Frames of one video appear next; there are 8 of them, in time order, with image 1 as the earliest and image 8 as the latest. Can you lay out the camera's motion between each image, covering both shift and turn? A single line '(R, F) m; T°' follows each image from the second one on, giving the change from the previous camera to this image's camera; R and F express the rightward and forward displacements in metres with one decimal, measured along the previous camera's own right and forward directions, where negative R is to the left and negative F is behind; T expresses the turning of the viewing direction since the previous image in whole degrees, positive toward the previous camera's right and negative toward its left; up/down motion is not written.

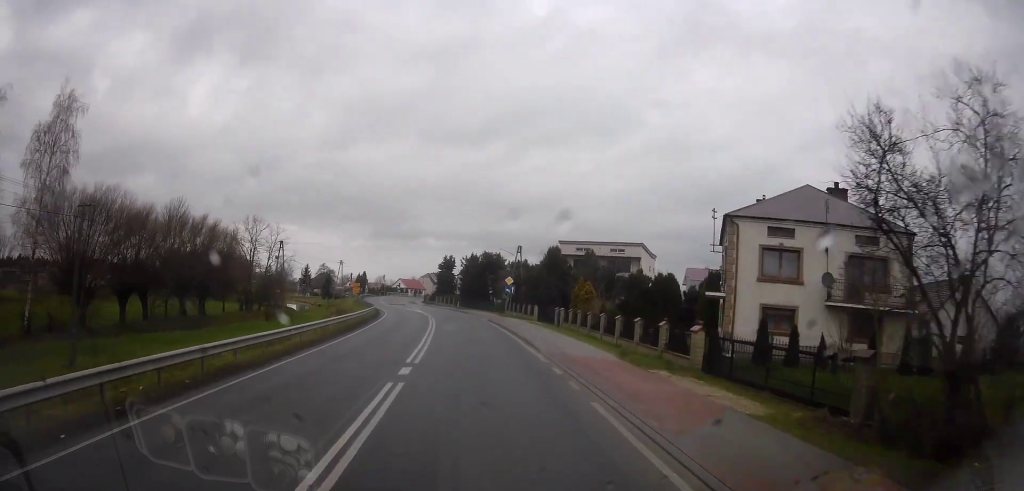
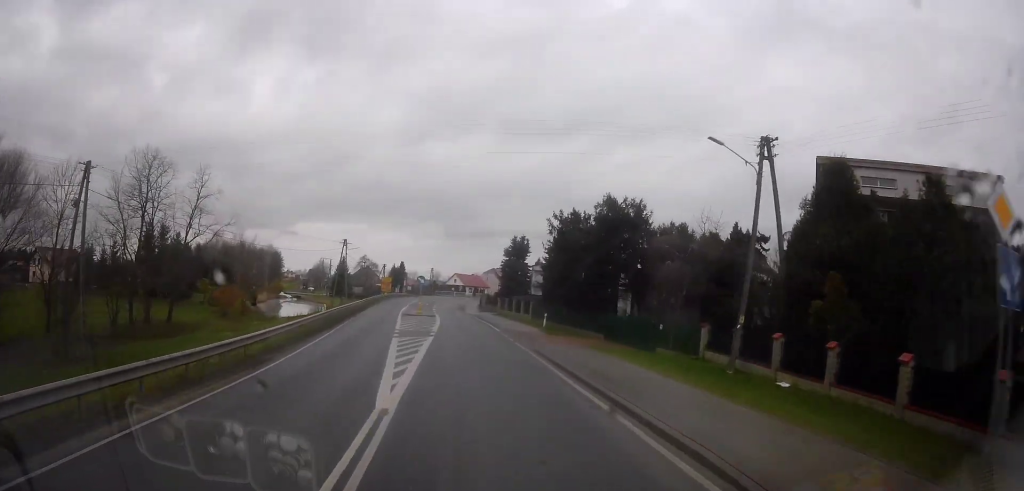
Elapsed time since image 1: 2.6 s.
(-4.8, +41.3) m; -12°
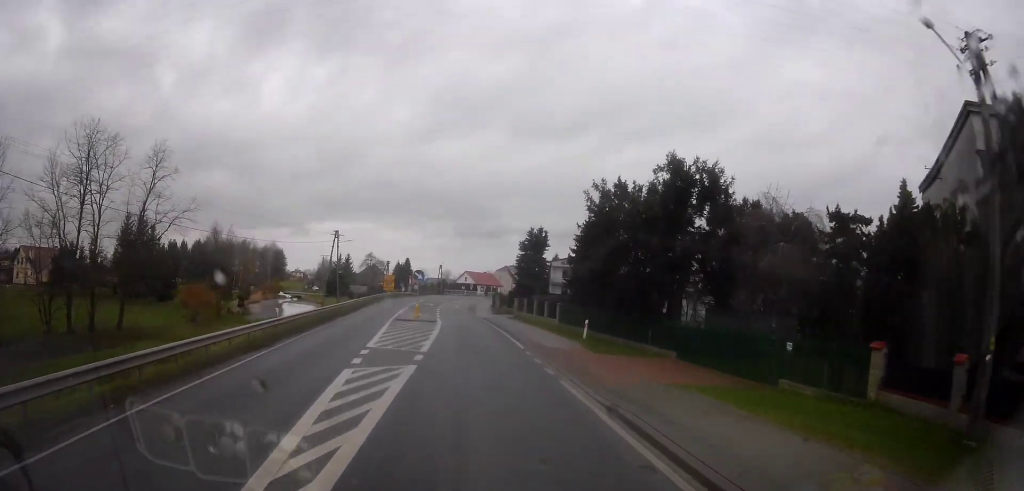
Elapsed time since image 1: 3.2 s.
(-0.5, +9.0) m; 0°
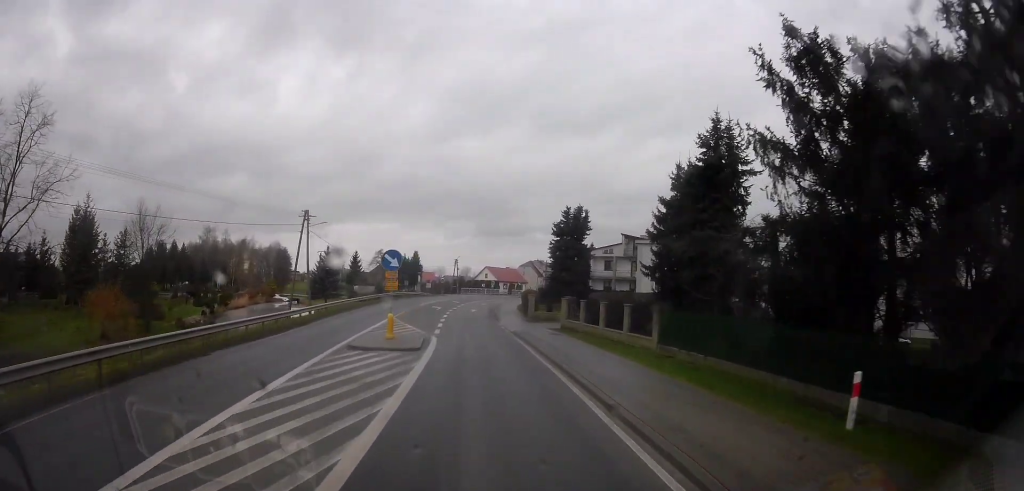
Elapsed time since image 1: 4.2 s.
(+0.9, +16.5) m; +1°
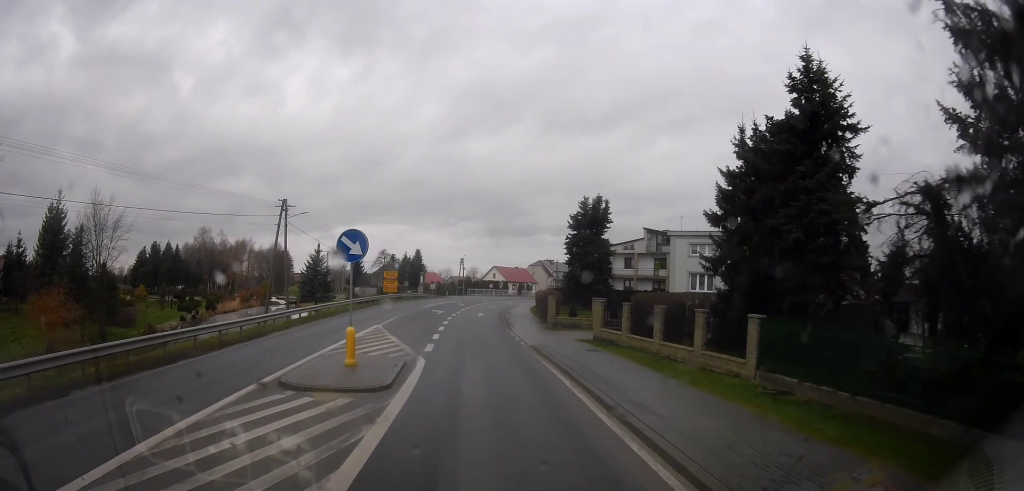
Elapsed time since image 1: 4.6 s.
(-0.2, +6.6) m; -2°
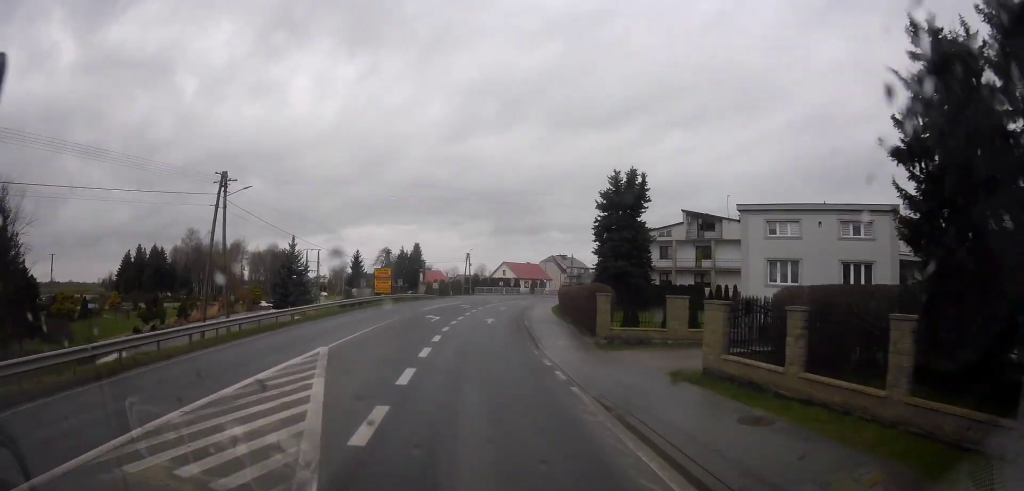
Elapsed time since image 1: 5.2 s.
(-0.1, +10.6) m; -3°
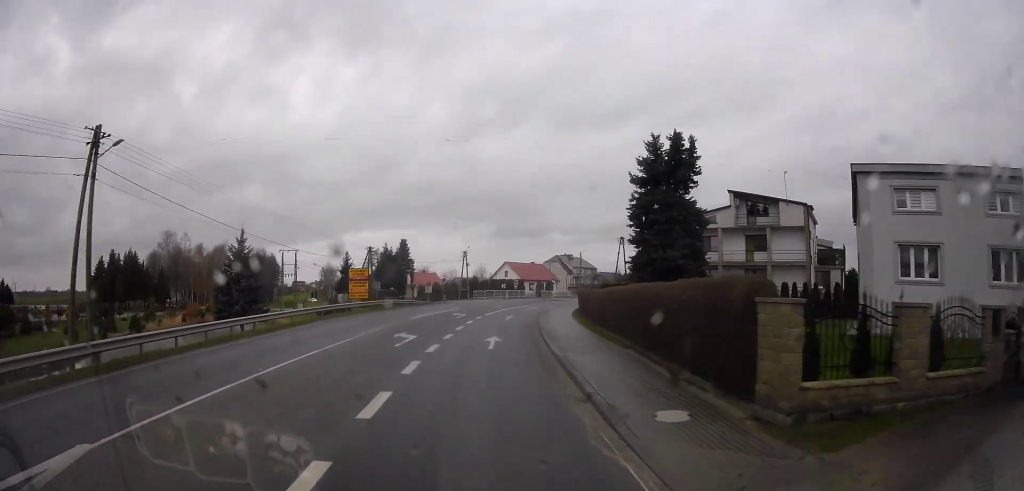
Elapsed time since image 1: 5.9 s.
(-0.5, +10.6) m; -1°
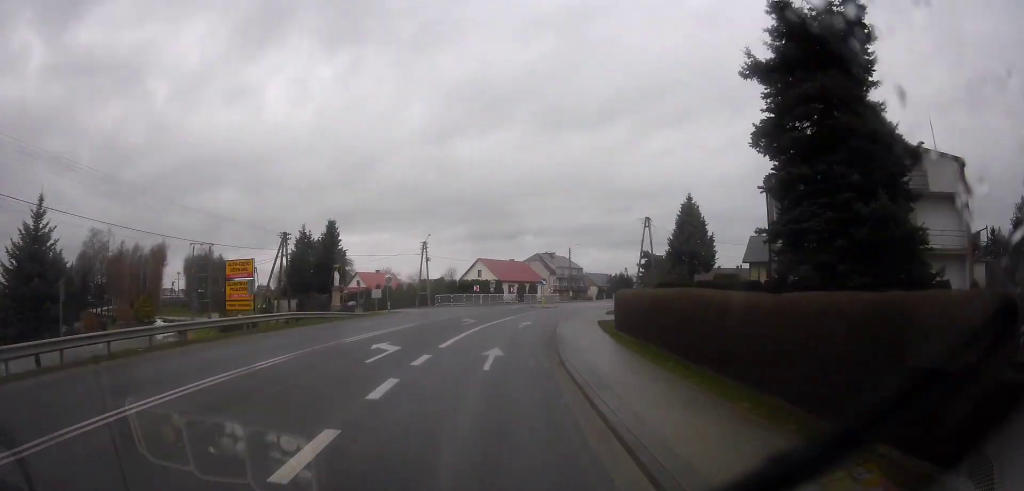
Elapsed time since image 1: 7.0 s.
(+0.1, +19.1) m; +2°
